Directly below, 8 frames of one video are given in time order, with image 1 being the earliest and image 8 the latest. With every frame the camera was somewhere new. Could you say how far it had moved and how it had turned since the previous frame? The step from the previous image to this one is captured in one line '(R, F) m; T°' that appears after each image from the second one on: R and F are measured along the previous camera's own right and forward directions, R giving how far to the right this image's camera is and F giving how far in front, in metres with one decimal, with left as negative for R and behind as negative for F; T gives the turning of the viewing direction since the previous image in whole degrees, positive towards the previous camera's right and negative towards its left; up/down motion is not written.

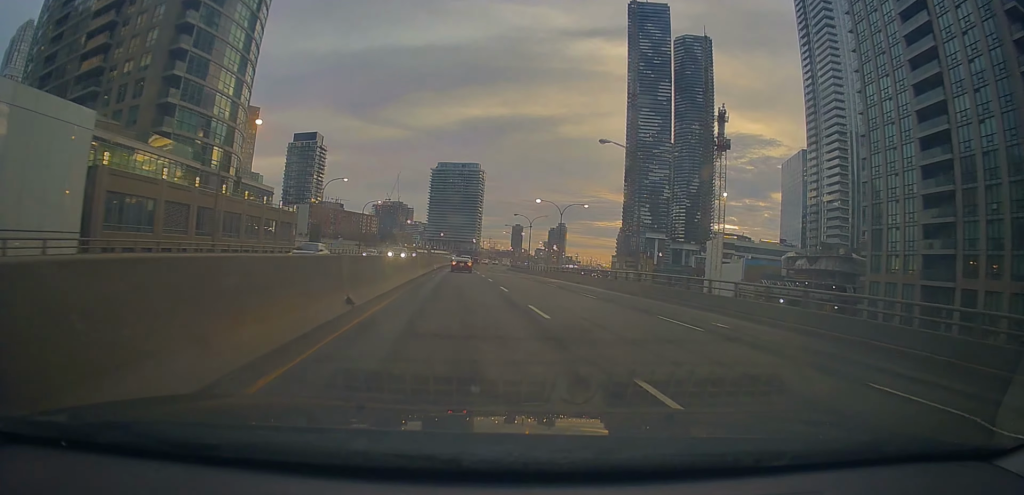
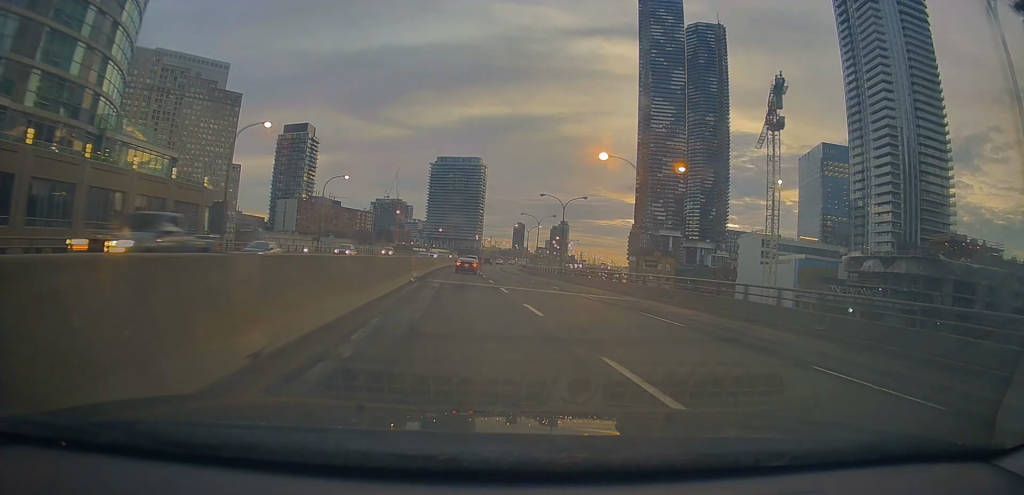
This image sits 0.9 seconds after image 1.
(+0.2, +27.6) m; -2°
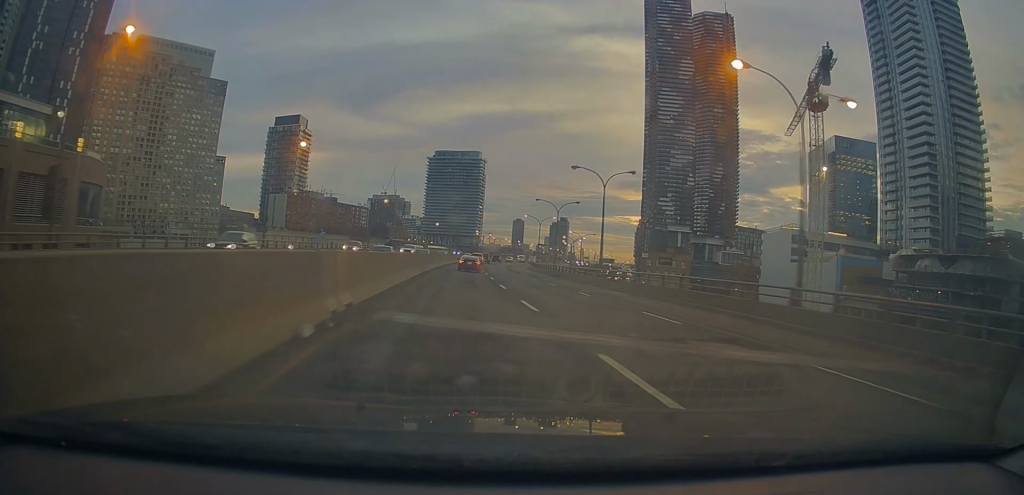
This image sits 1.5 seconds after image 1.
(-0.7, +18.0) m; 0°
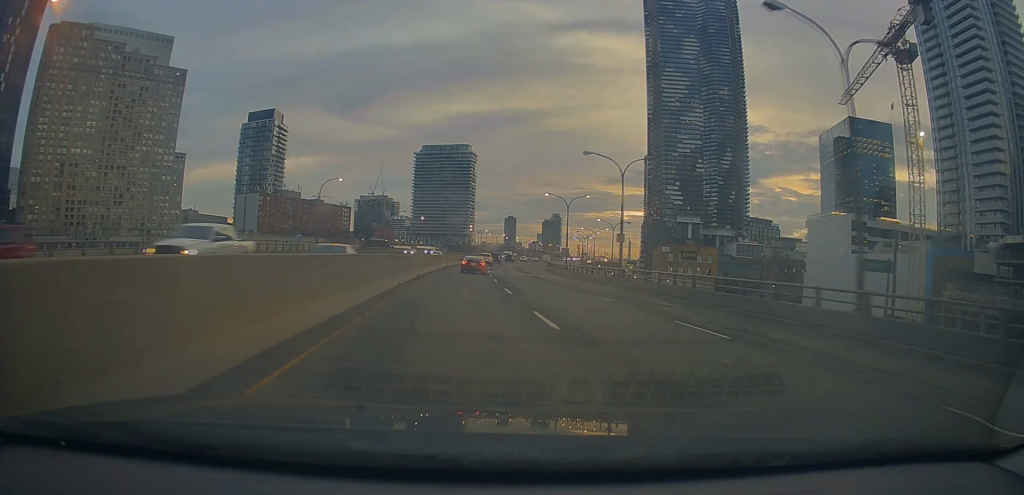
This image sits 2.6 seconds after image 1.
(+0.2, +31.3) m; +2°
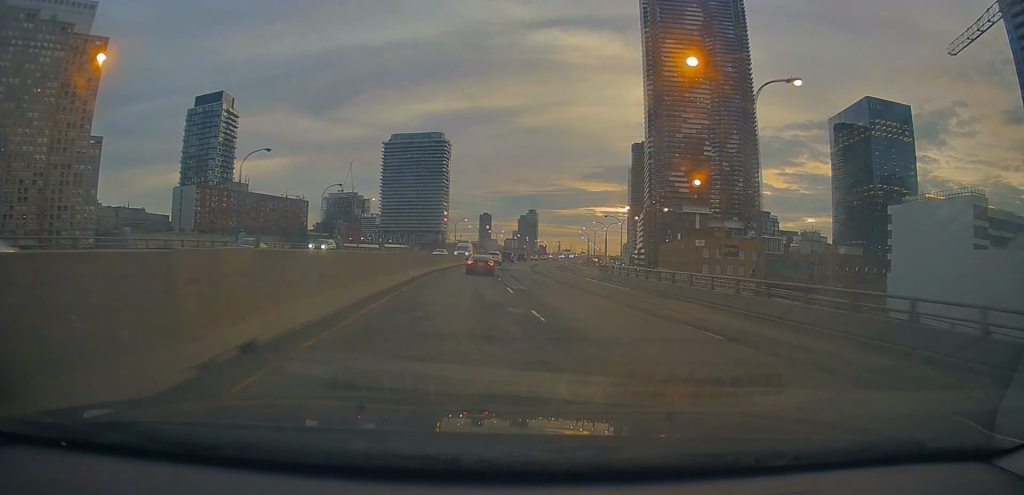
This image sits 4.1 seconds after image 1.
(+1.1, +46.1) m; +5°
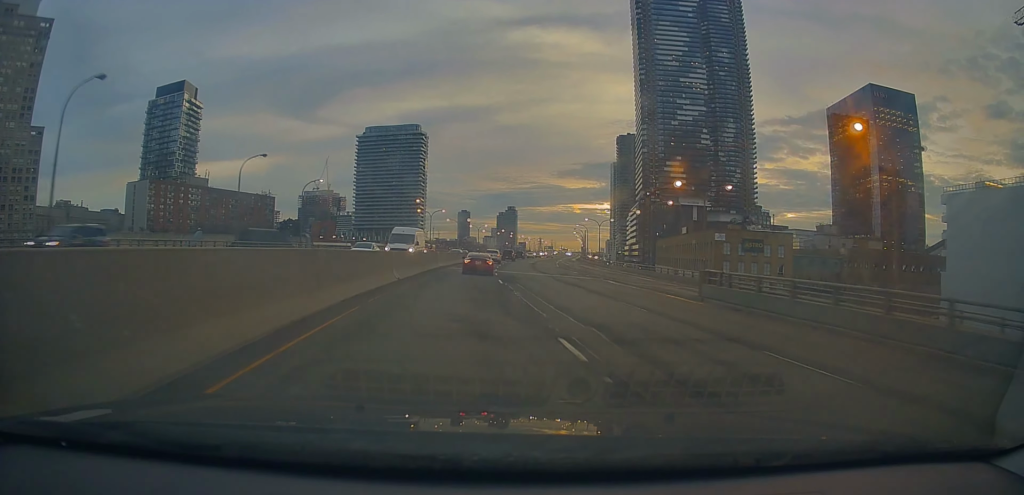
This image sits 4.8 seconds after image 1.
(+1.5, +23.9) m; +3°
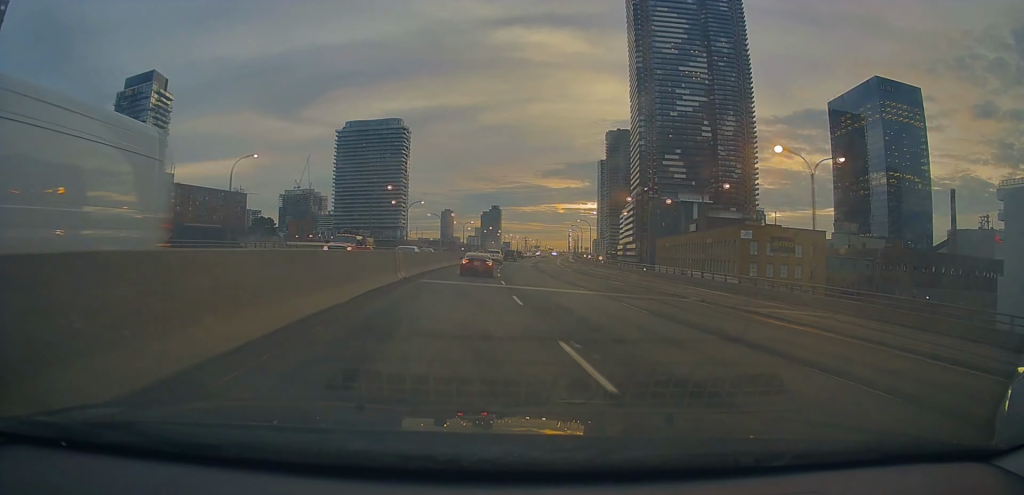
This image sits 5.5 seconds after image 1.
(+0.4, +19.5) m; +1°
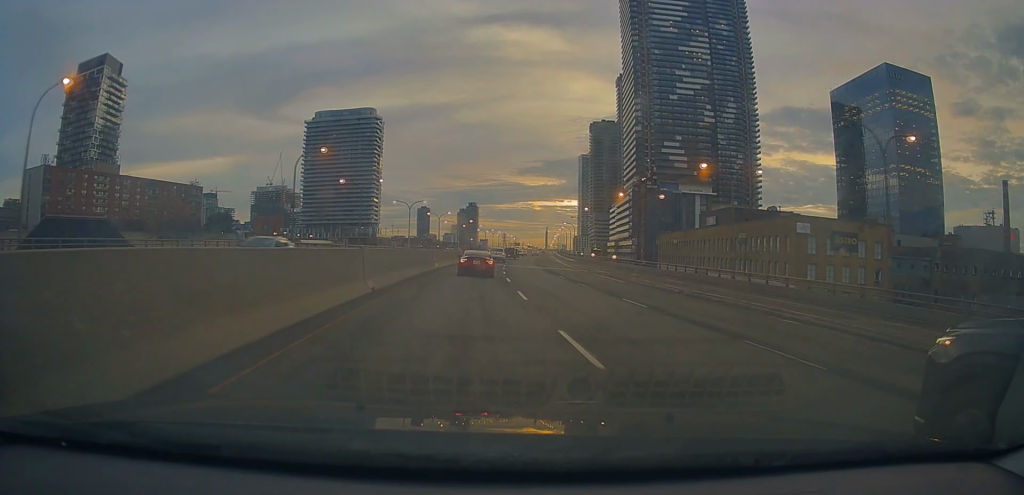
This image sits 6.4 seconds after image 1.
(+0.3, +27.4) m; +1°
